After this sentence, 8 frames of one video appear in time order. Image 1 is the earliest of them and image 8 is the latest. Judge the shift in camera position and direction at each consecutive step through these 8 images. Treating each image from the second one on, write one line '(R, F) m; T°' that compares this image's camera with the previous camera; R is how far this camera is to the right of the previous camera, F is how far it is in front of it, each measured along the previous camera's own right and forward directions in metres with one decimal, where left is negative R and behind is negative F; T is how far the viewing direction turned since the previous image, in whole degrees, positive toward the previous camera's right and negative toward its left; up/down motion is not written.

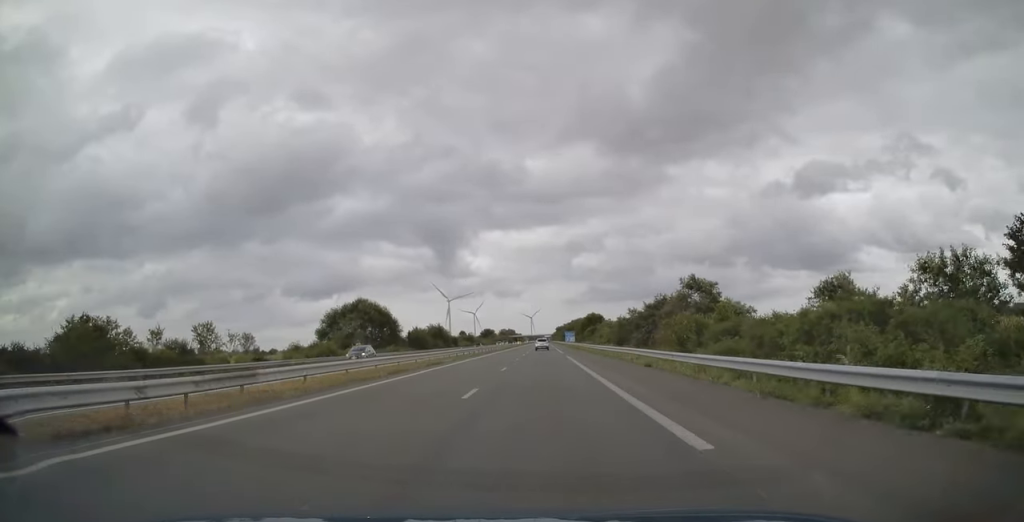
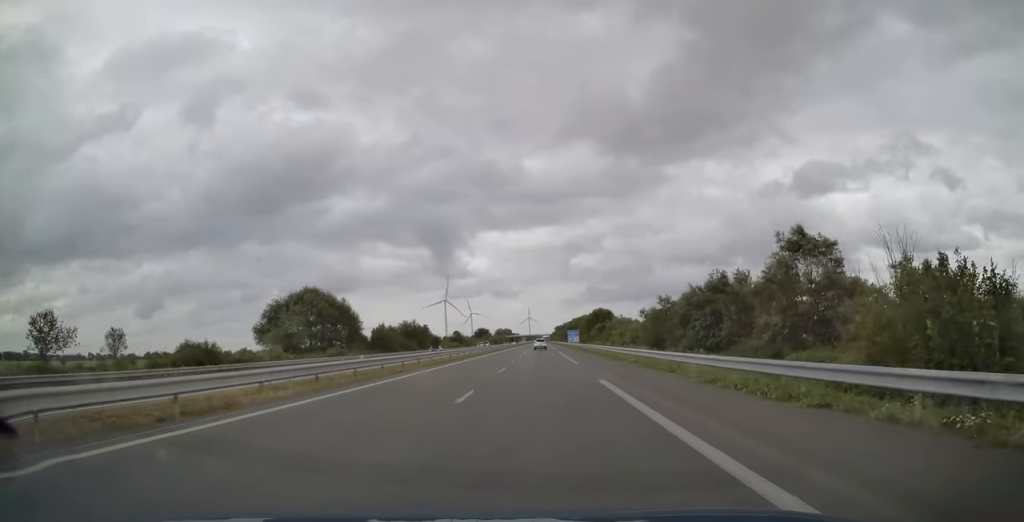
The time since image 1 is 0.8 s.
(+0.4, +26.8) m; 0°
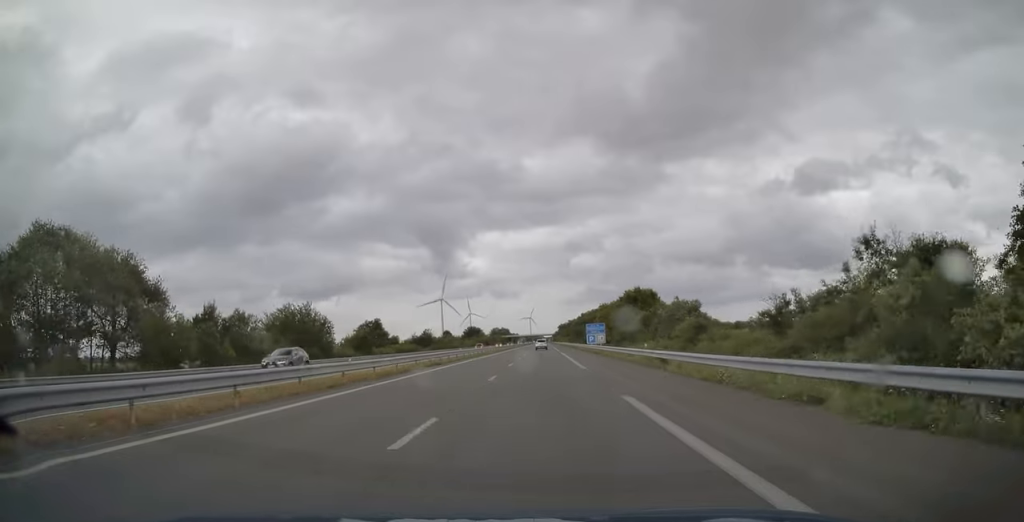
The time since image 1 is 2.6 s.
(-0.1, +57.3) m; +1°
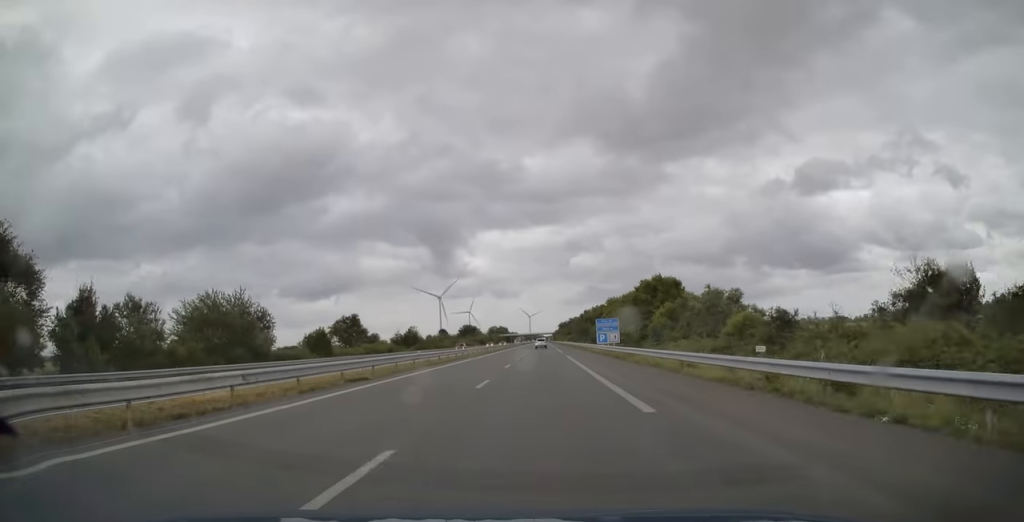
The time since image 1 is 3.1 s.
(0.0, +16.1) m; 0°
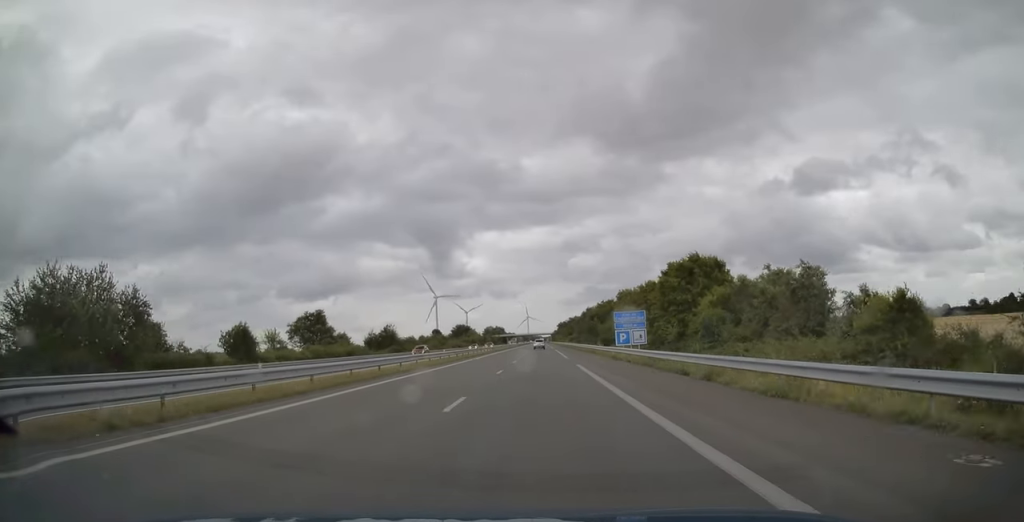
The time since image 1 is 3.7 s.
(0.0, +18.8) m; 0°
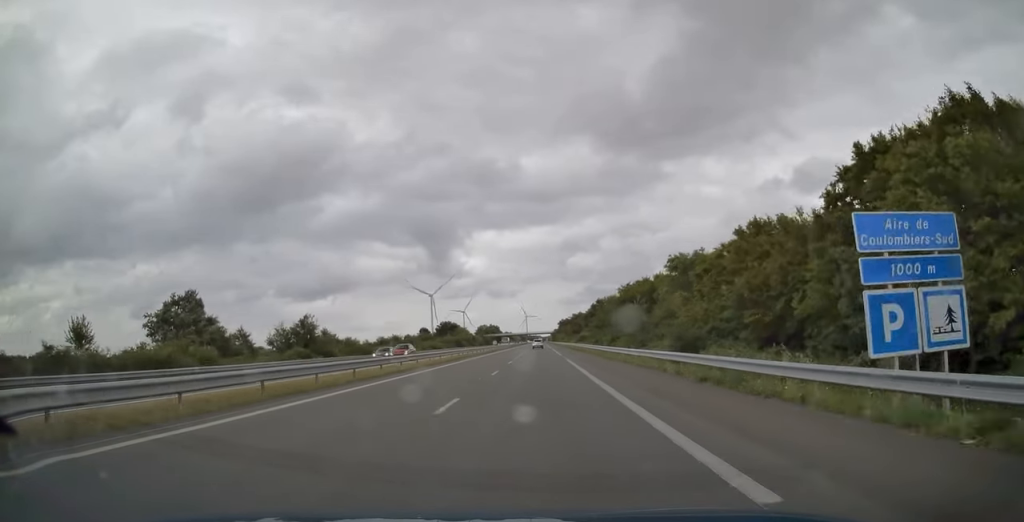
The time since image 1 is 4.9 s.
(-0.1, +39.1) m; 0°
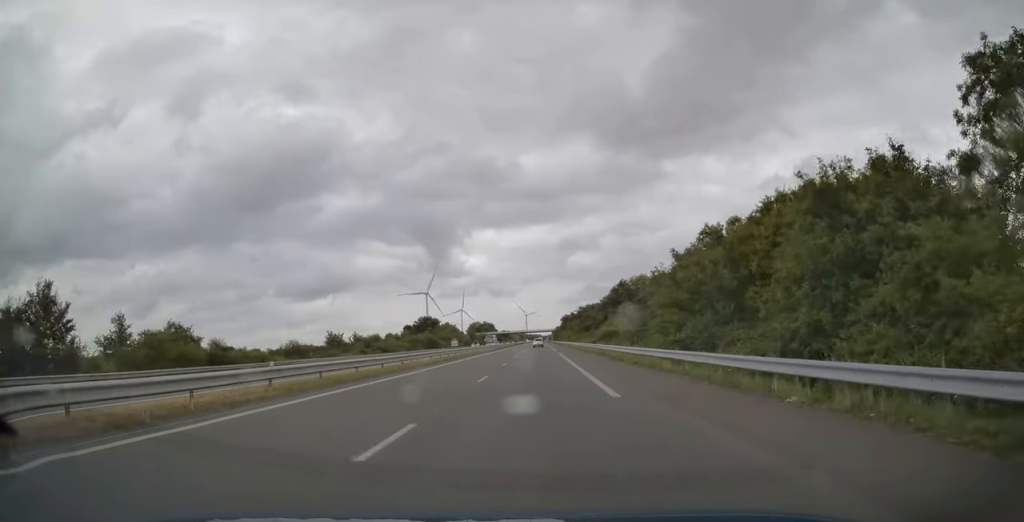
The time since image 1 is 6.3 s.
(0.0, +43.4) m; 0°
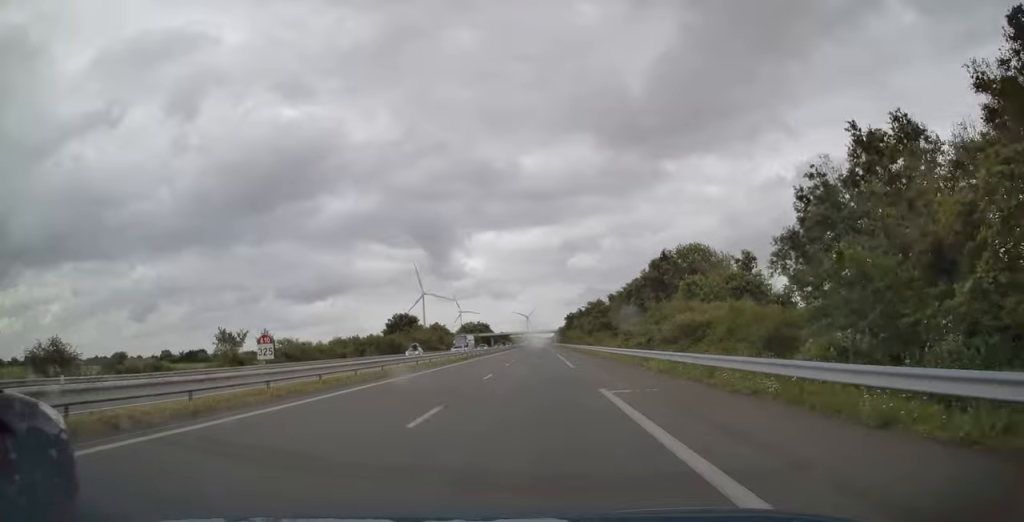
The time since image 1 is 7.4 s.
(-0.3, +35.9) m; 0°
